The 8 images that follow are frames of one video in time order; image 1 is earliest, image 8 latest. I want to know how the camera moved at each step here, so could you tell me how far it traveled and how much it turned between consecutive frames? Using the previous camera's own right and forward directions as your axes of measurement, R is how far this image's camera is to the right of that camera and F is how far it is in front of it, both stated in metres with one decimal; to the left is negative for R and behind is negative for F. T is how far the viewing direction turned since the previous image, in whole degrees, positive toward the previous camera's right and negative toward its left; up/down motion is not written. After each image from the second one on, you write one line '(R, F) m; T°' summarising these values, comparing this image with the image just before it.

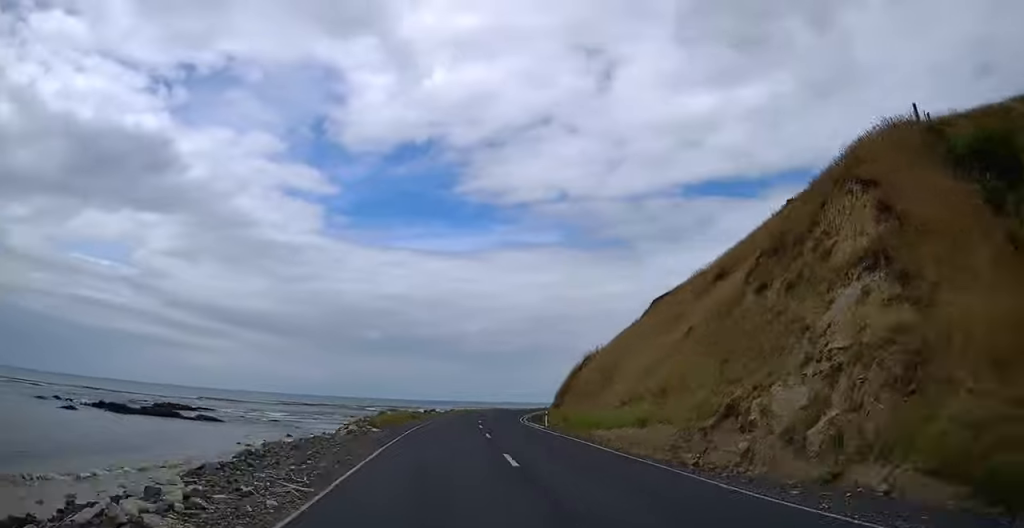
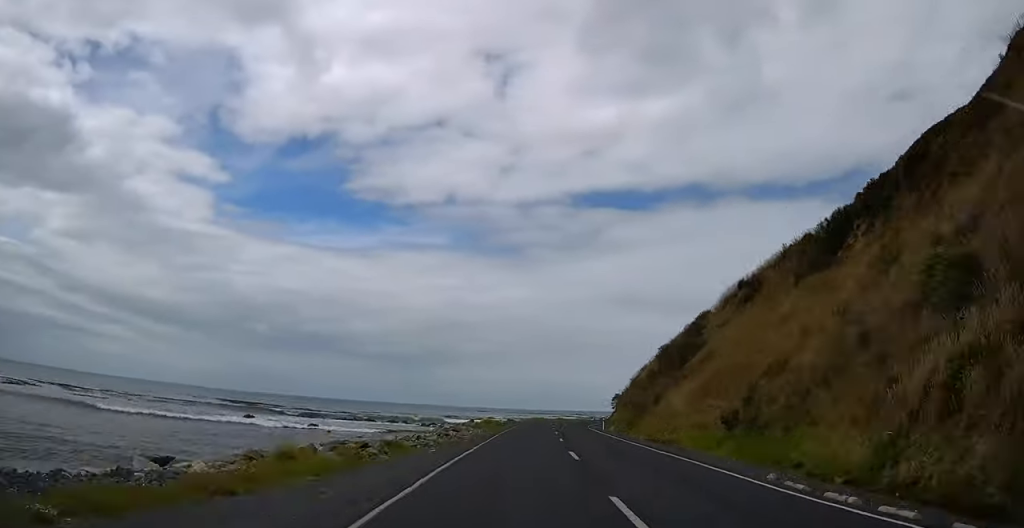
(-2.0, +87.1) m; +7°
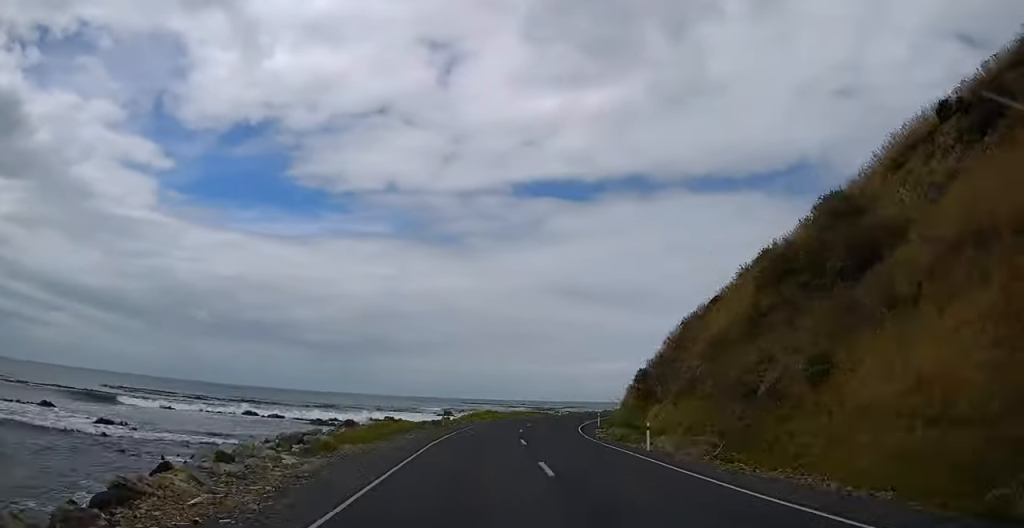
(+2.1, +34.1) m; +7°
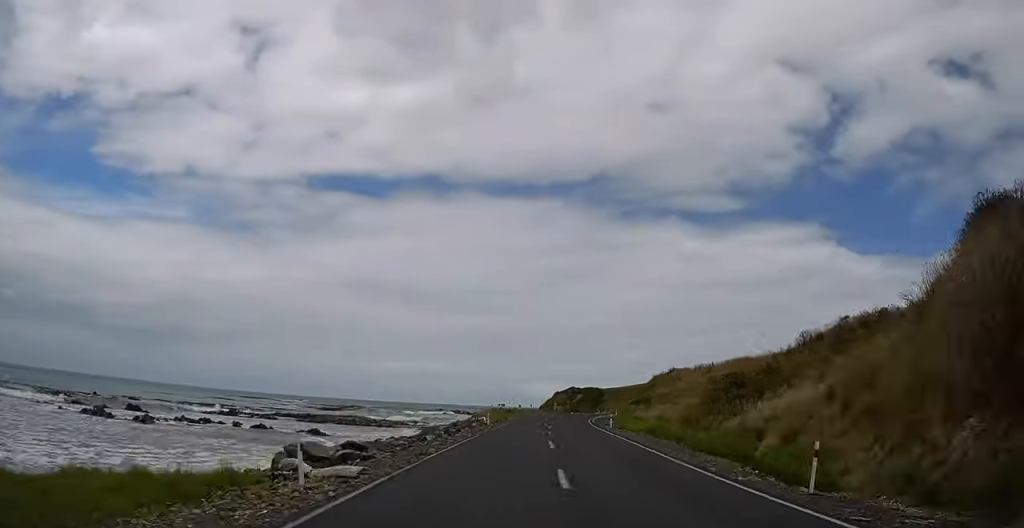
(+8.8, +70.4) m; +15°
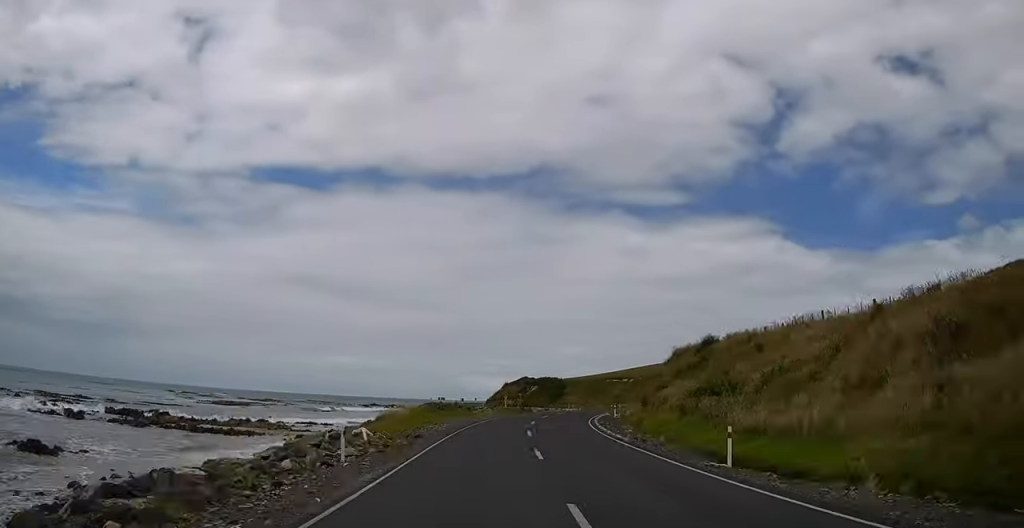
(+3.5, +34.0) m; +7°
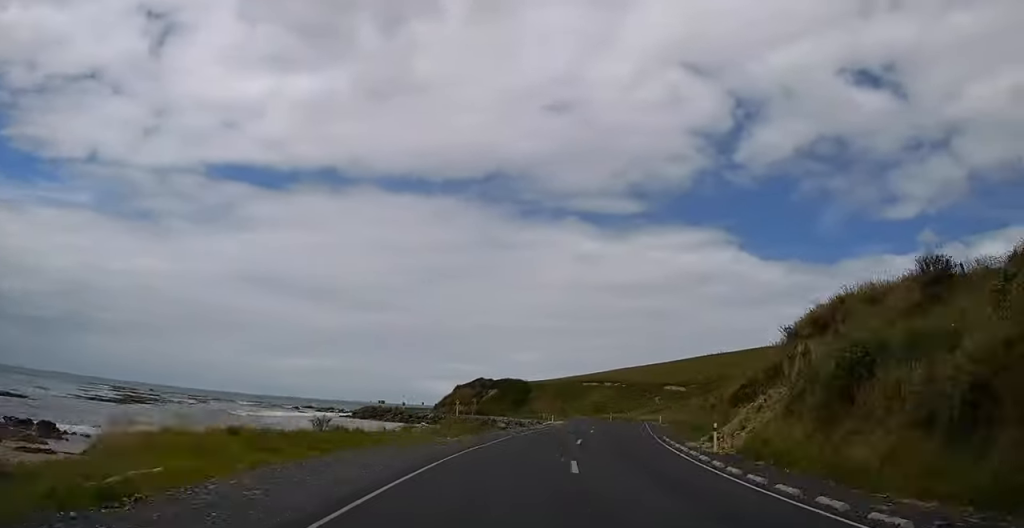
(+1.2, +32.0) m; +6°
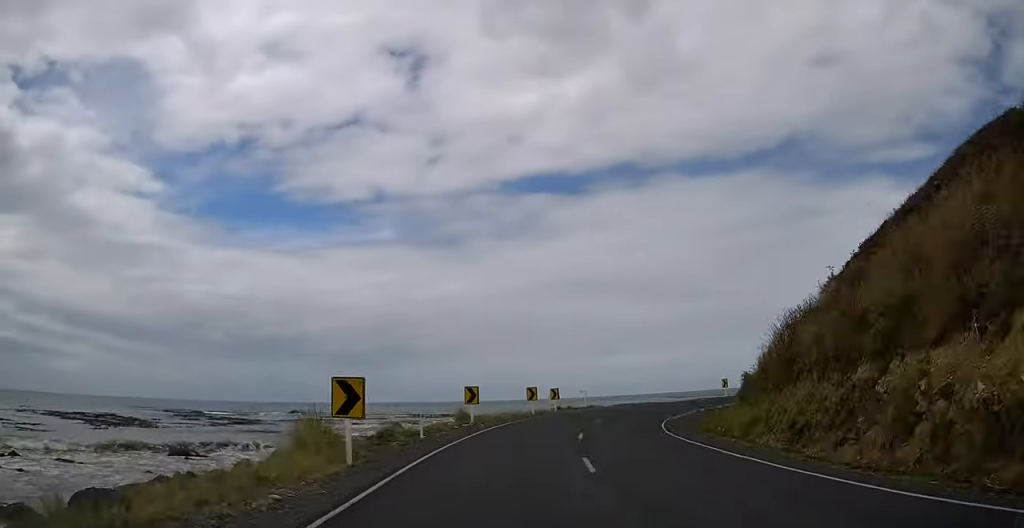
(-20.0, +127.5) m; -16°
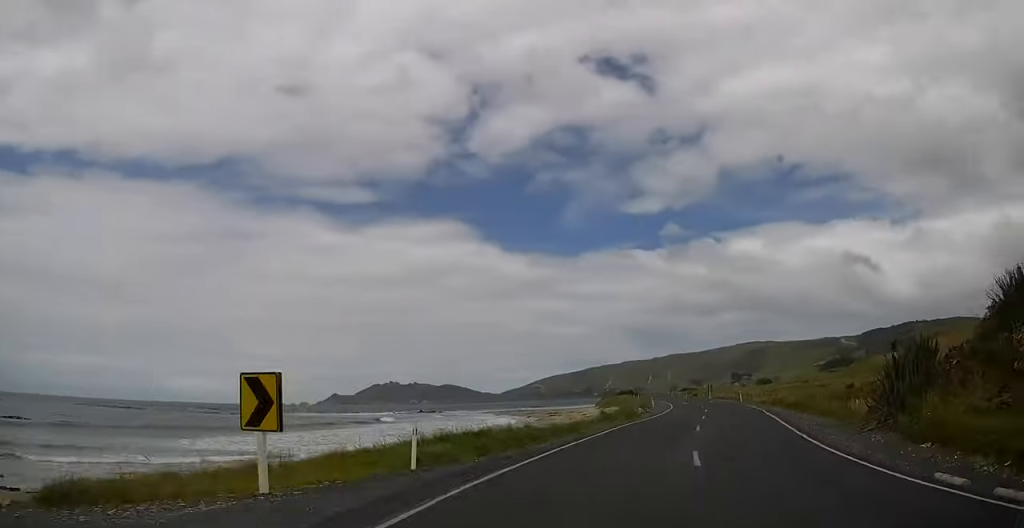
(+8.4, +53.1) m; +29°
